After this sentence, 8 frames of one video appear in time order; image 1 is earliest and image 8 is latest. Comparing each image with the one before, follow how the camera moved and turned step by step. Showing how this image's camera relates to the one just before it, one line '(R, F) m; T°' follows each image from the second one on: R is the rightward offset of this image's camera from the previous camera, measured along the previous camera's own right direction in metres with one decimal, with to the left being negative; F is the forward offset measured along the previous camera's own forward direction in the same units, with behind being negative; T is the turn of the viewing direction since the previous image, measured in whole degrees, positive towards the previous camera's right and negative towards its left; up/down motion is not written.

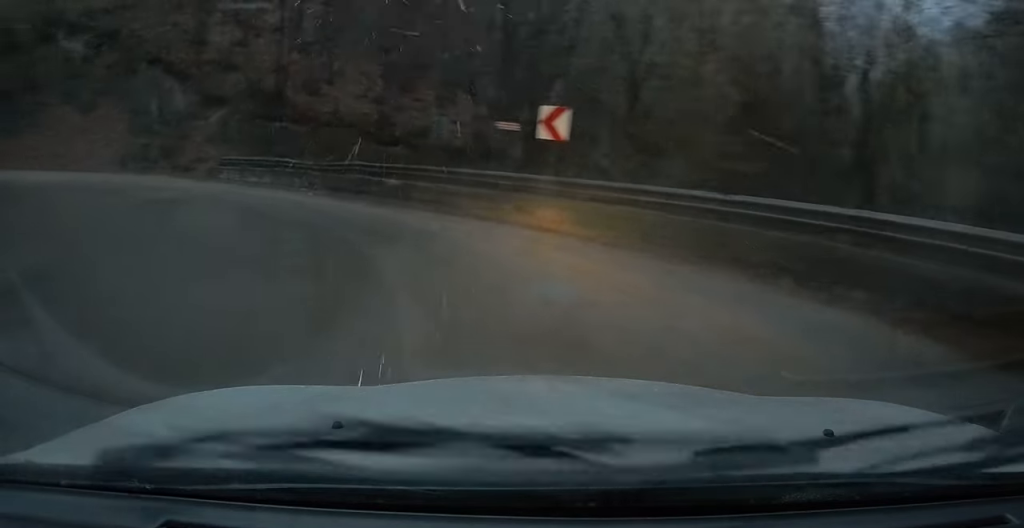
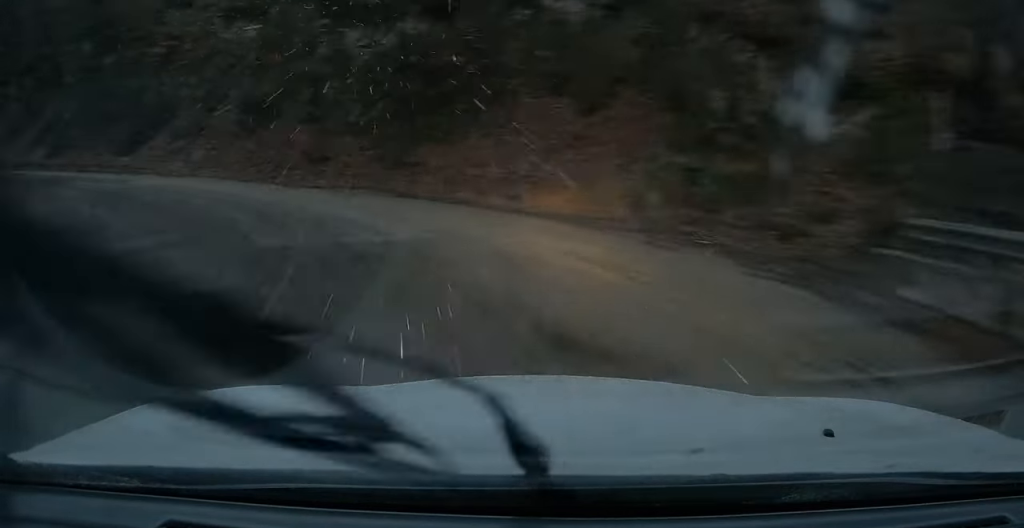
(-8.4, +18.5) m; -43°
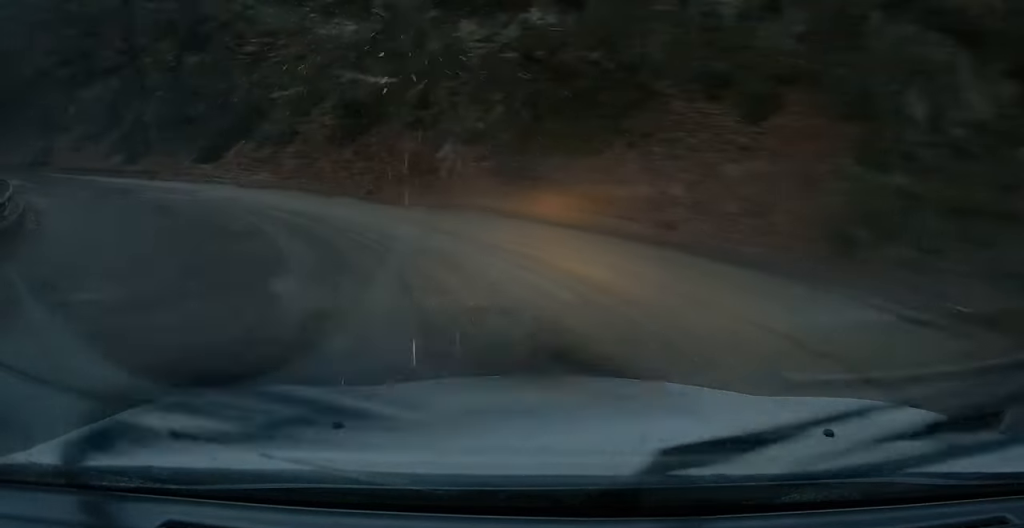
(0.0, +4.1) m; -6°
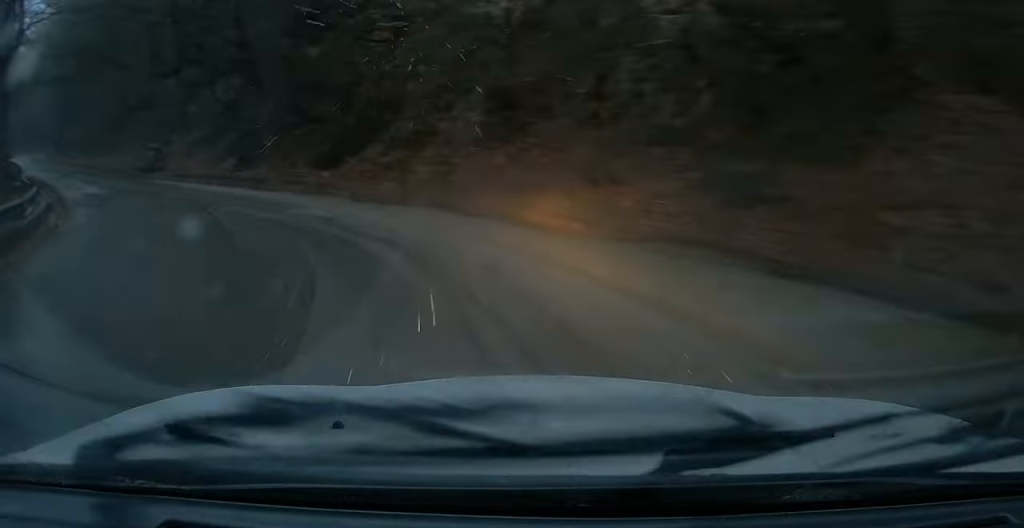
(-0.3, +5.4) m; -8°
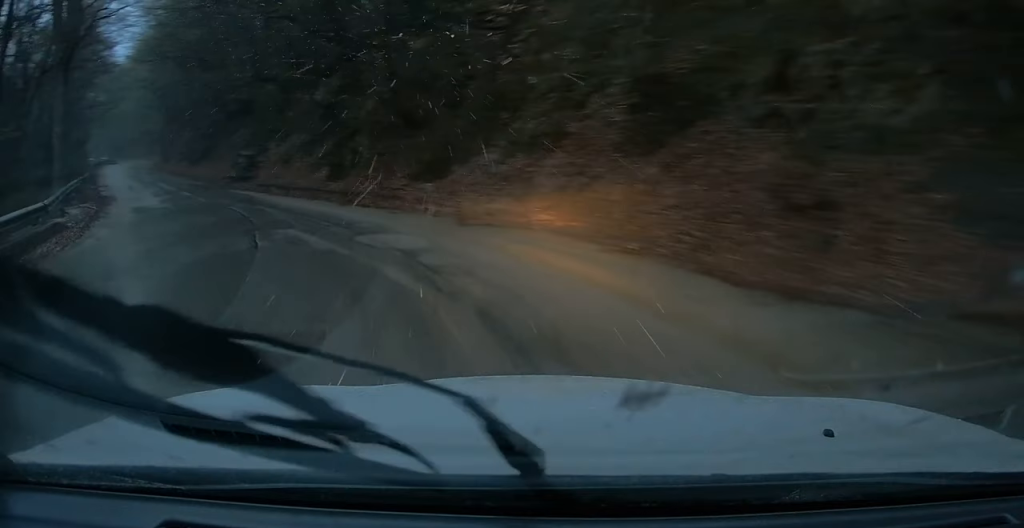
(-0.6, +4.2) m; -6°
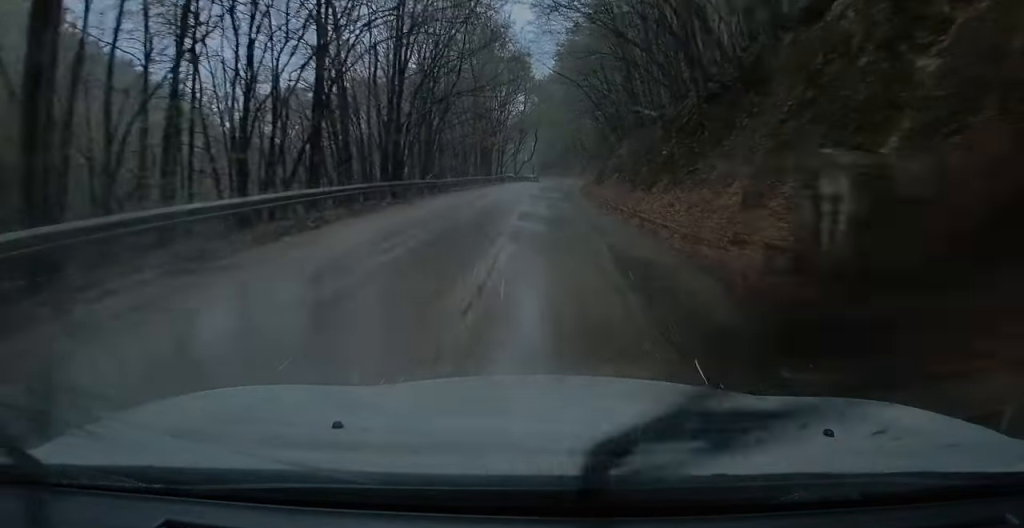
(-7.2, +21.5) m; -35°
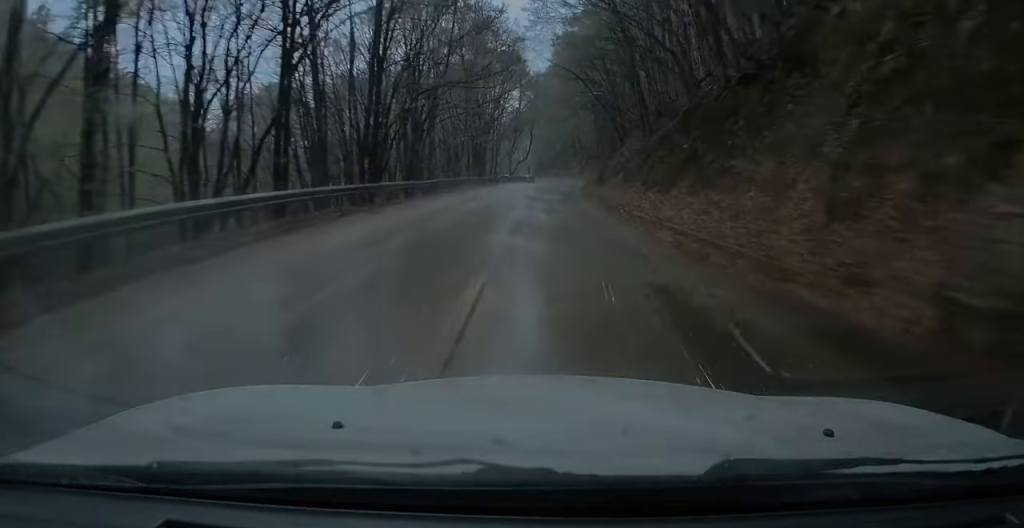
(-0.2, +3.8) m; -3°
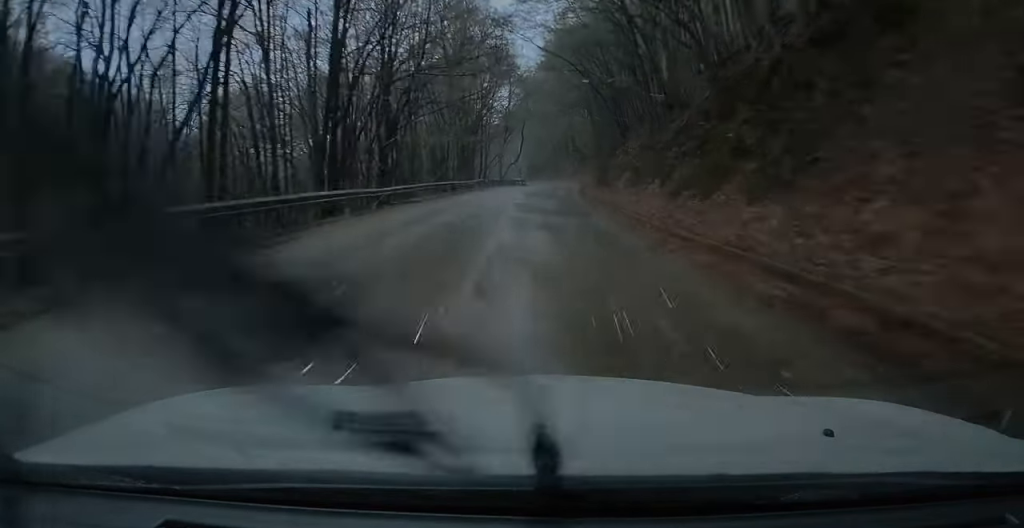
(+0.1, +5.7) m; -1°
